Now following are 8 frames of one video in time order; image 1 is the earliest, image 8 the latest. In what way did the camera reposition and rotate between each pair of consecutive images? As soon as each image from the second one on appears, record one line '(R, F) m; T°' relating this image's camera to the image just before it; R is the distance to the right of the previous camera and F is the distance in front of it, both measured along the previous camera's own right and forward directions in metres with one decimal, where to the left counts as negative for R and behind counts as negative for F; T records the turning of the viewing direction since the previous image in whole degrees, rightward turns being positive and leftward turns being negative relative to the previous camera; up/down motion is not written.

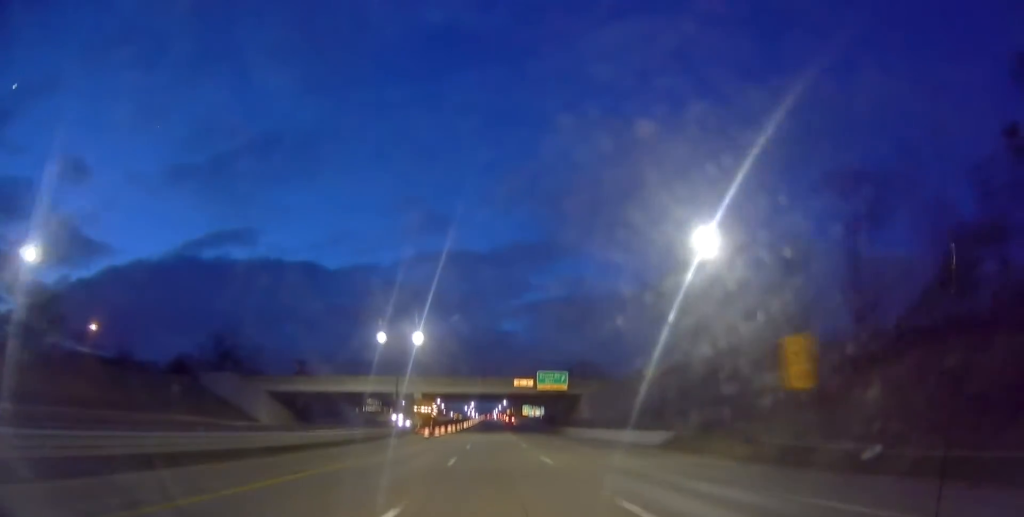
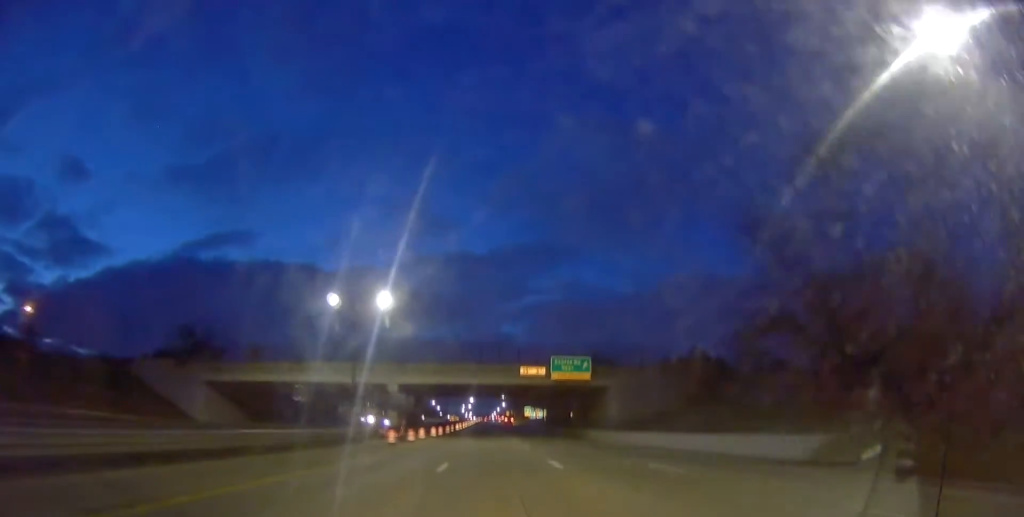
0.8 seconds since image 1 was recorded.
(+0.3, +19.2) m; +2°
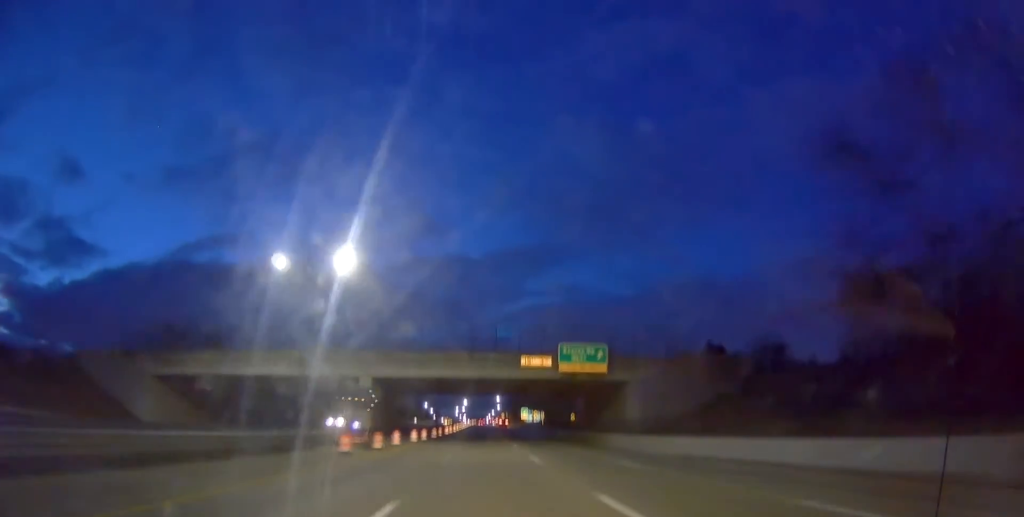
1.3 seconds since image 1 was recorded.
(+0.1, +10.8) m; 0°
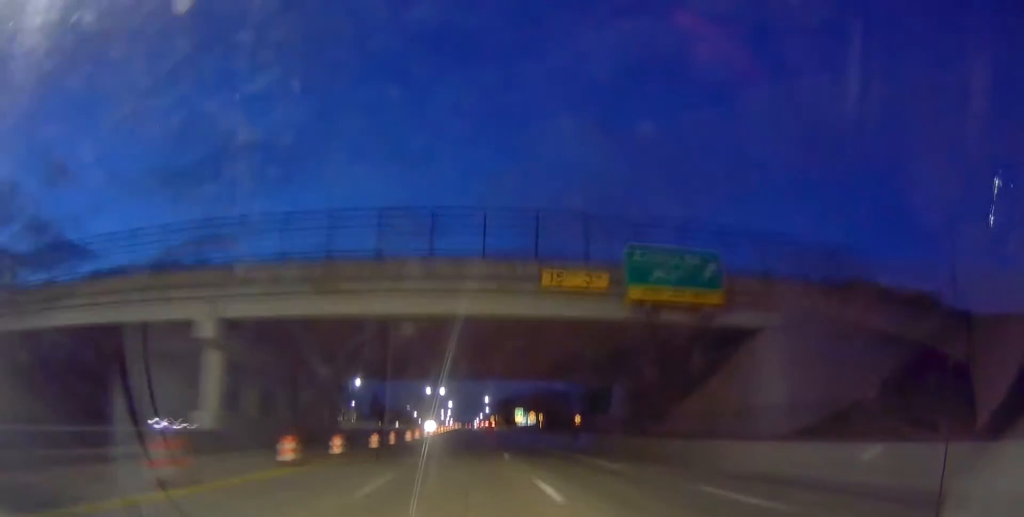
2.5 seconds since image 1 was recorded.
(+0.1, +26.9) m; -1°
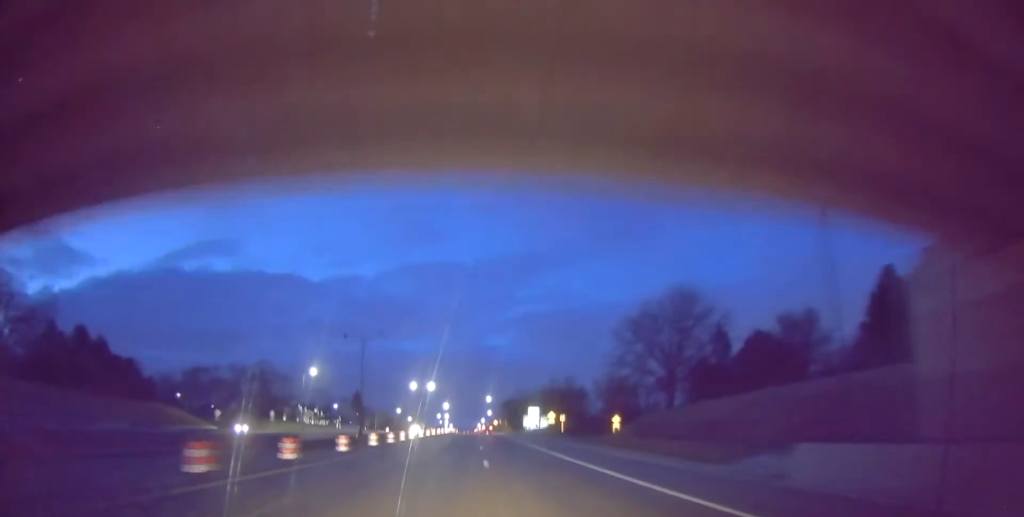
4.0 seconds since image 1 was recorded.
(-0.8, +35.9) m; -1°
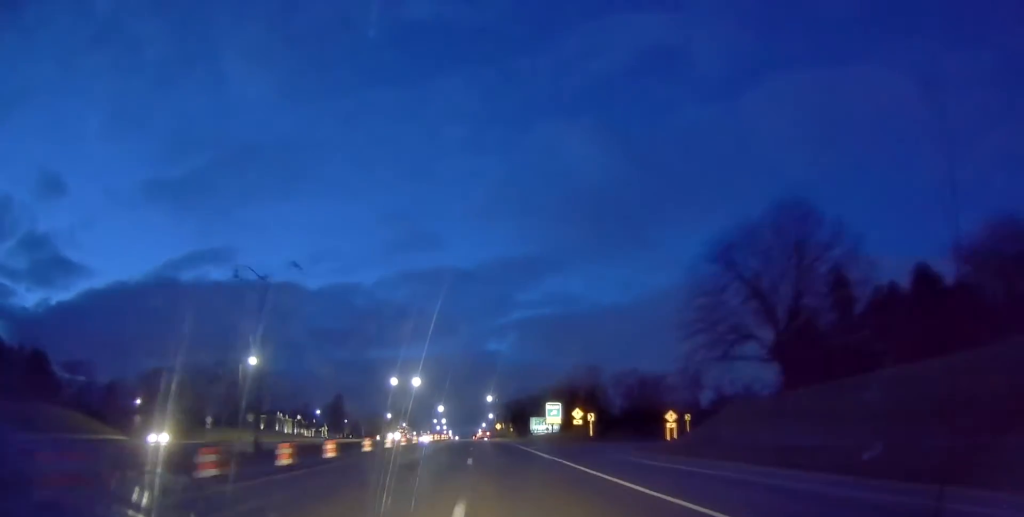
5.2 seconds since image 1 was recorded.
(+0.6, +27.5) m; +2°
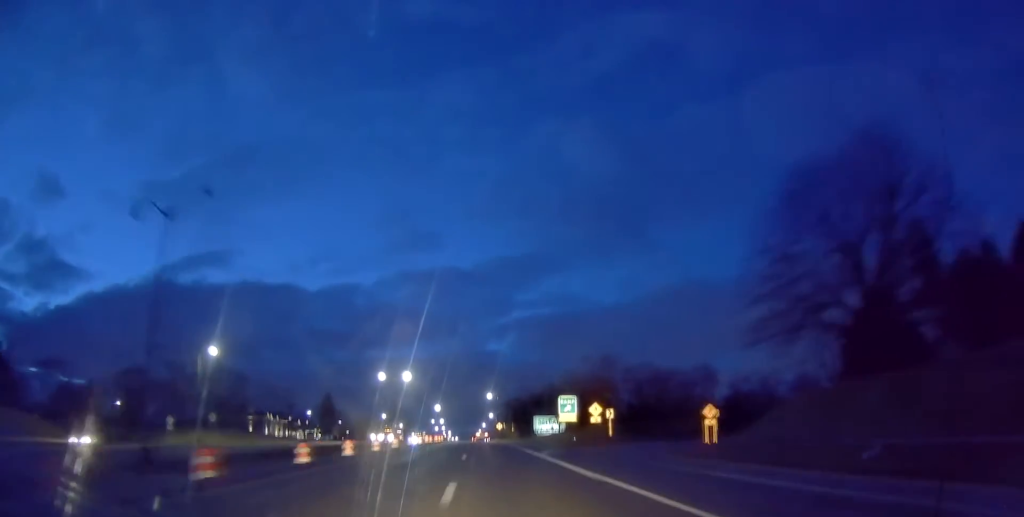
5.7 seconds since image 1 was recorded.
(+0.2, +11.3) m; 0°
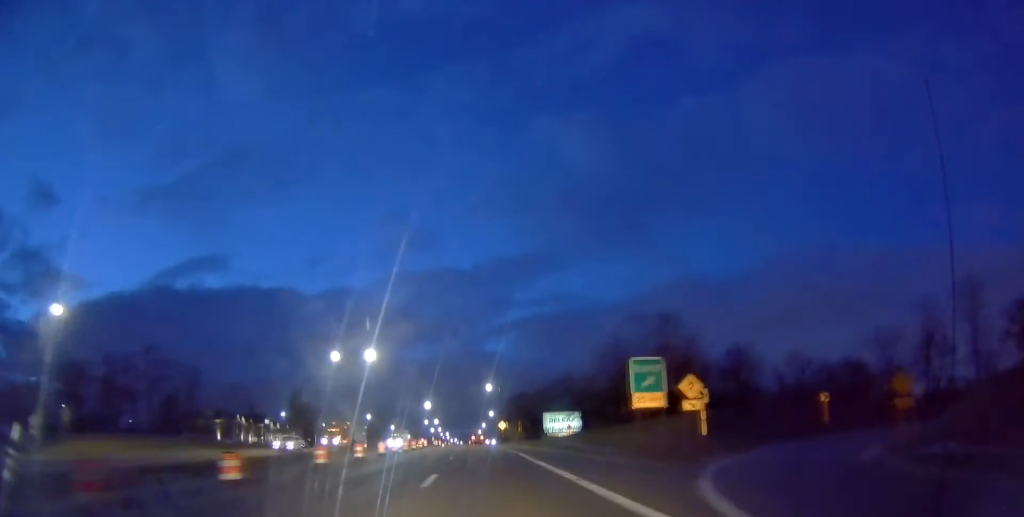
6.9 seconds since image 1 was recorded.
(-0.3, +27.1) m; -1°
